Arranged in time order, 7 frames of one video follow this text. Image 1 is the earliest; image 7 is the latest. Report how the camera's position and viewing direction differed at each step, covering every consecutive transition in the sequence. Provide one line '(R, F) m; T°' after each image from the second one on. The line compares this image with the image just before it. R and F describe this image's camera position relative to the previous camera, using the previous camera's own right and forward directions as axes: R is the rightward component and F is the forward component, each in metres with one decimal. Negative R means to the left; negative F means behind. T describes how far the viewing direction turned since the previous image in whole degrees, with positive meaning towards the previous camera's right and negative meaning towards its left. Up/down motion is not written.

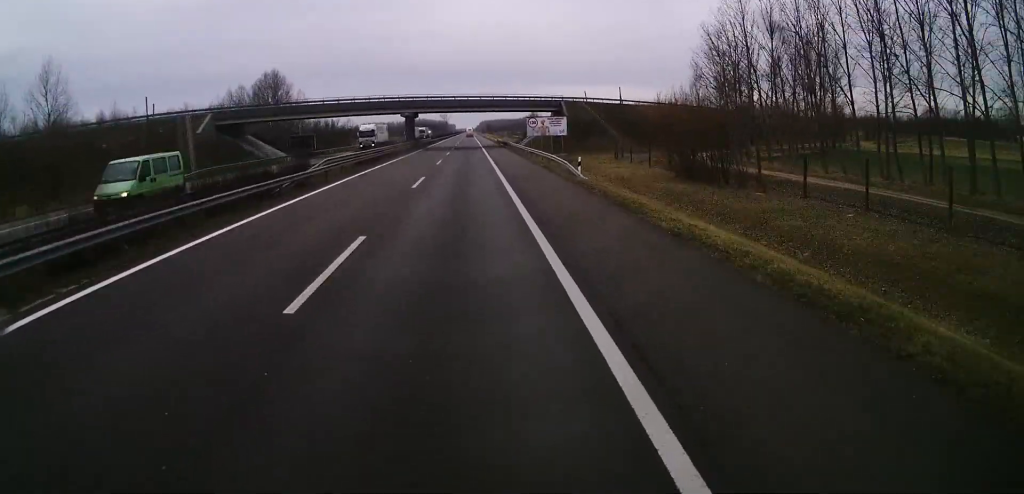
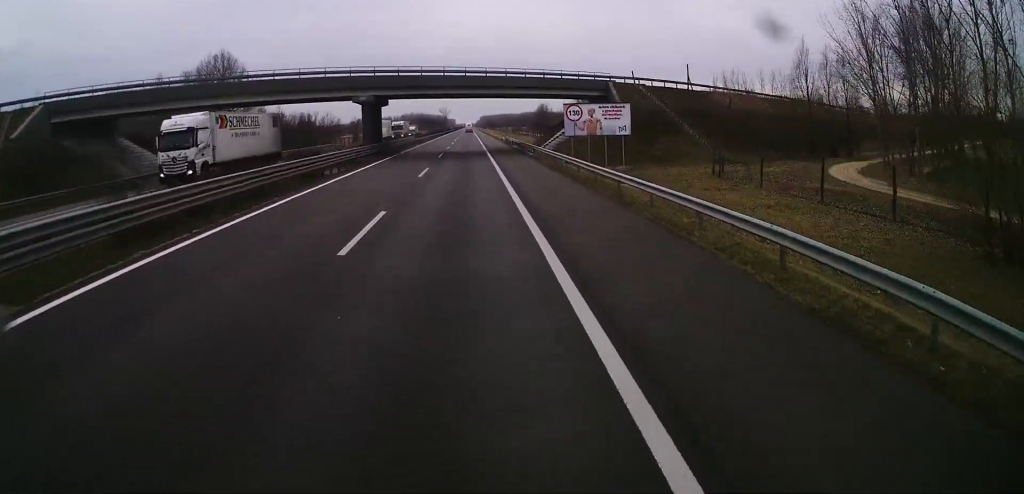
(-0.6, +32.3) m; -1°
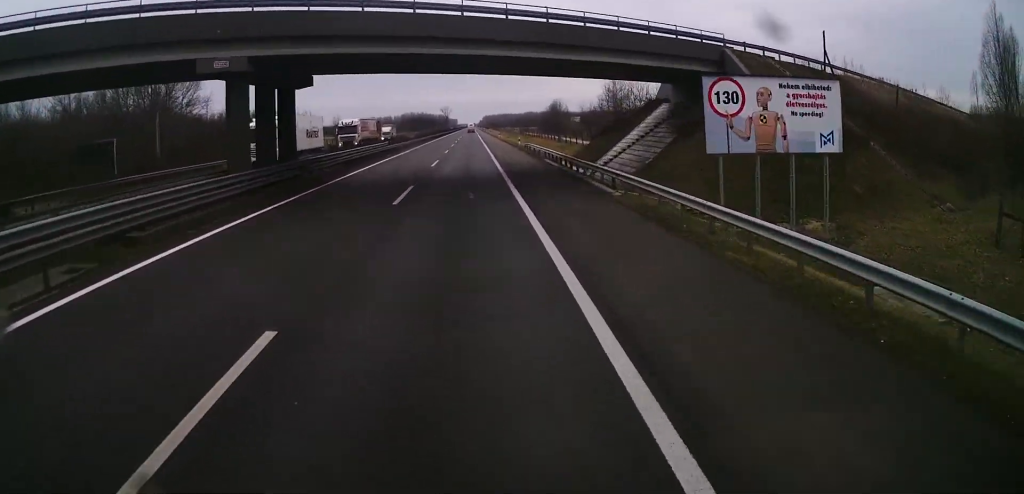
(0.0, +28.5) m; 0°
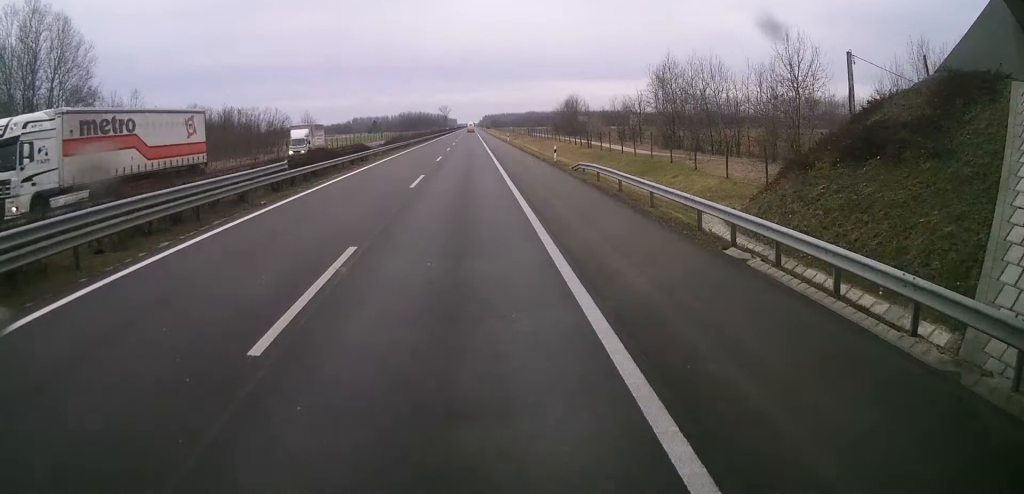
(-0.1, +30.7) m; 0°
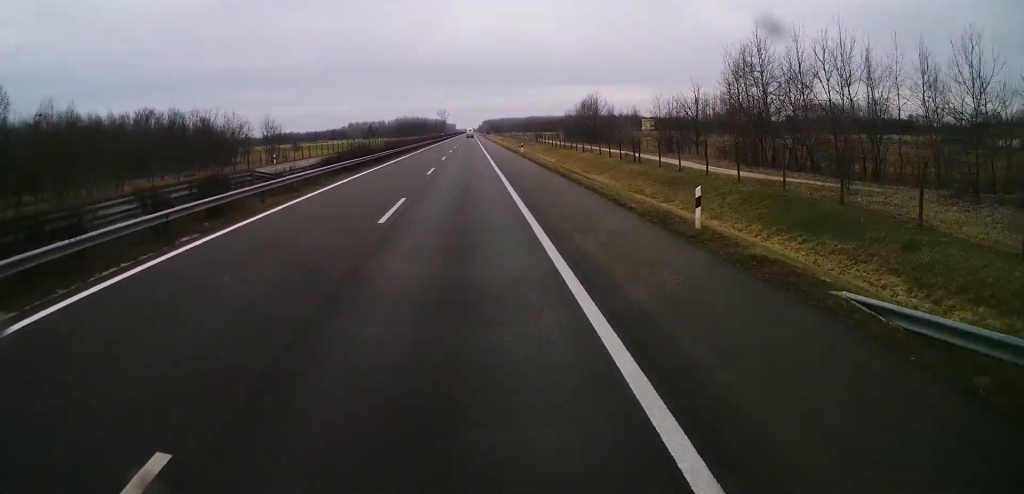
(+0.2, +26.2) m; 0°
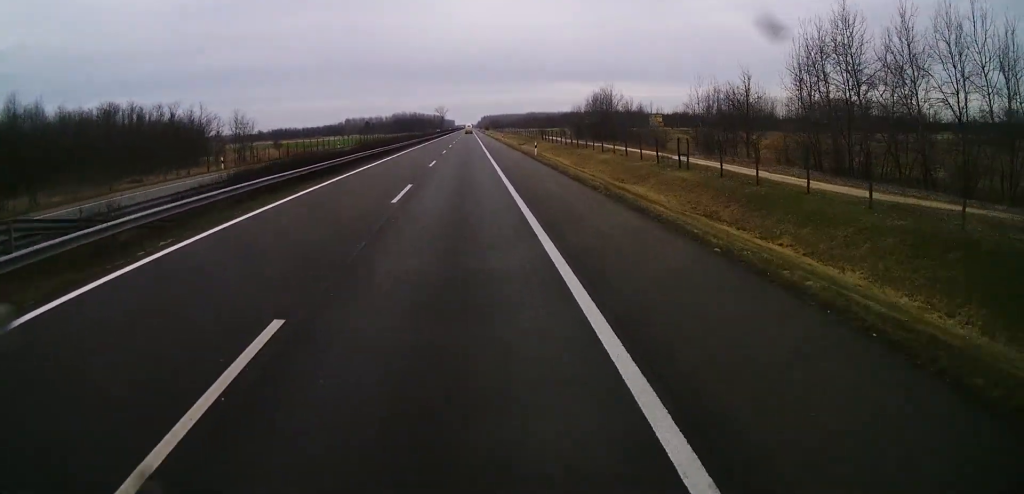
(-0.1, +14.6) m; 0°
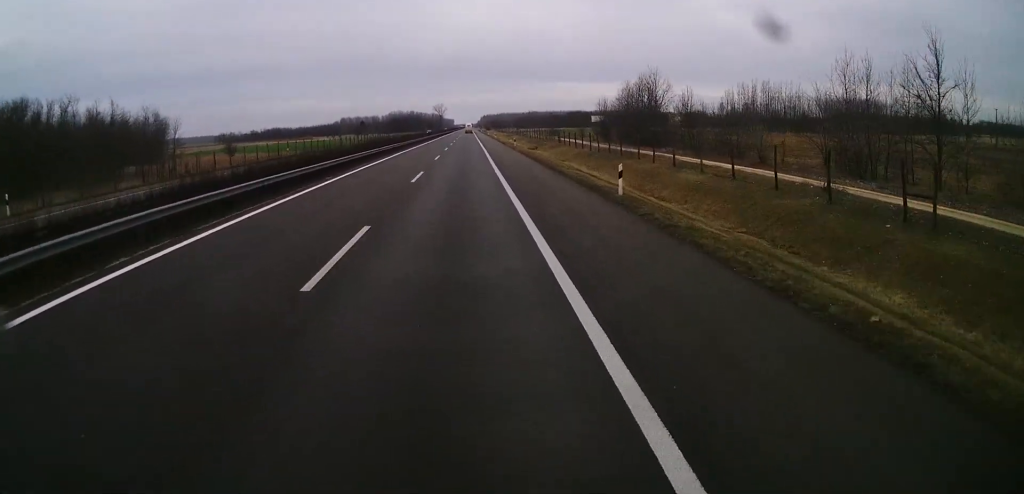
(+0.2, +28.5) m; 0°
